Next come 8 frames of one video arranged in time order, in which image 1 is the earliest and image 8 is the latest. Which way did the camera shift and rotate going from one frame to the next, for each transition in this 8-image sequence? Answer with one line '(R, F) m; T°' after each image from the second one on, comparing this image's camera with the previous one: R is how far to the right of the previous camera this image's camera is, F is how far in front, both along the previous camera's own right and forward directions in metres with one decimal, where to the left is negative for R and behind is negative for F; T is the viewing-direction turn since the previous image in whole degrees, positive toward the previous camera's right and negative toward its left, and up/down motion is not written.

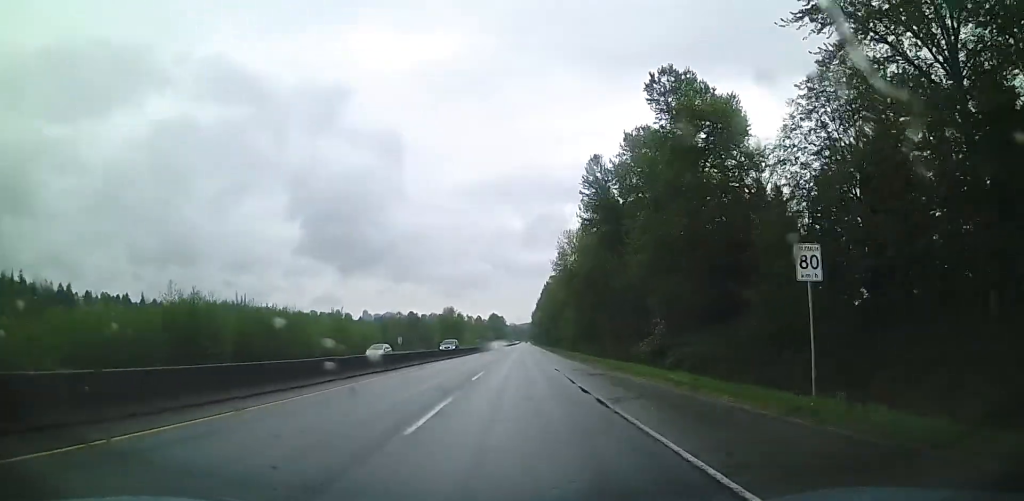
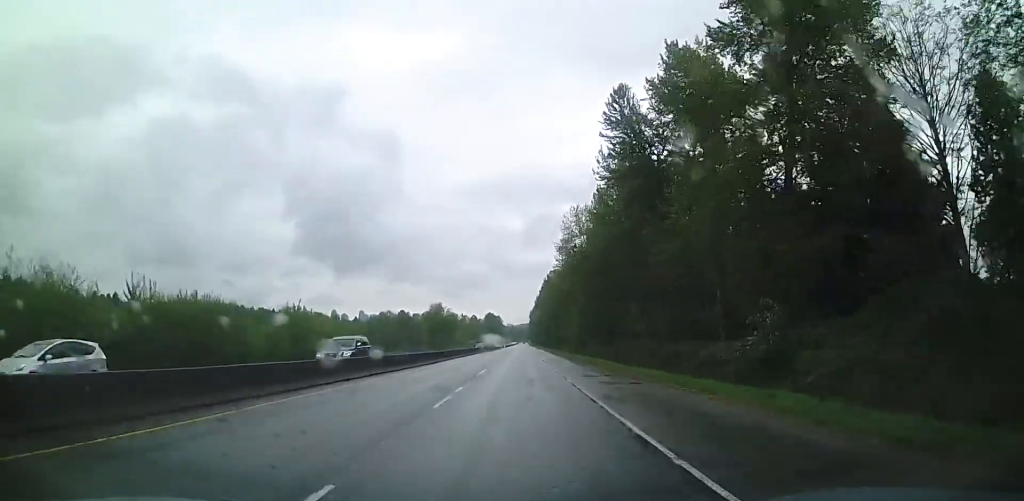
(+0.5, +22.0) m; +1°
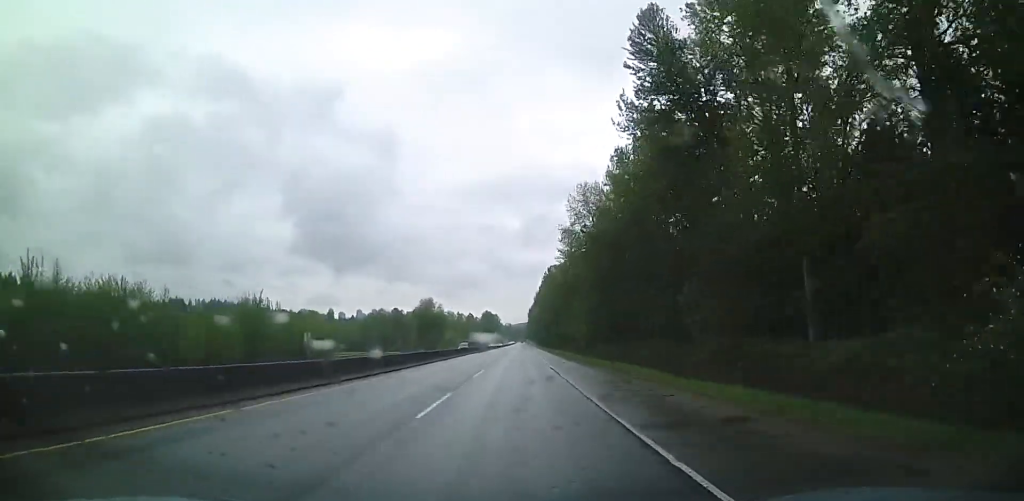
(0.0, +14.5) m; 0°
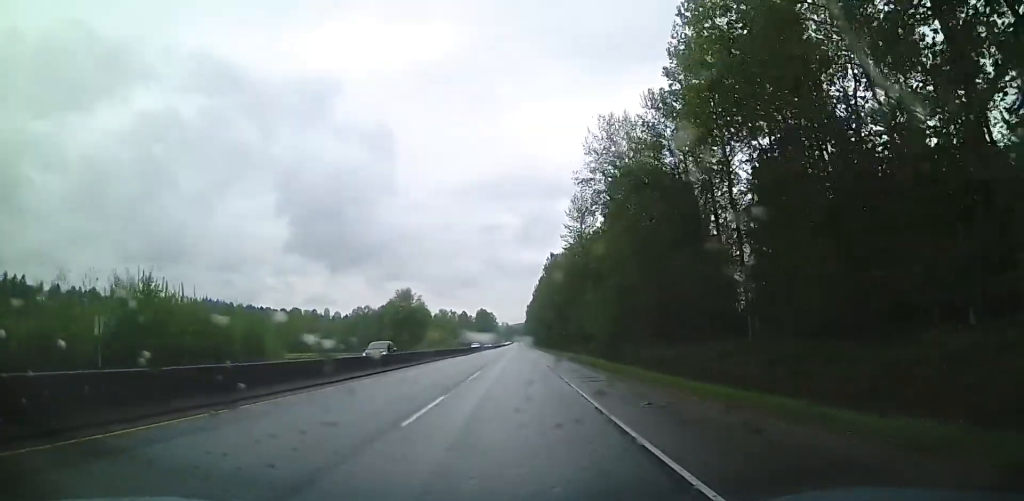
(0.0, +27.0) m; 0°
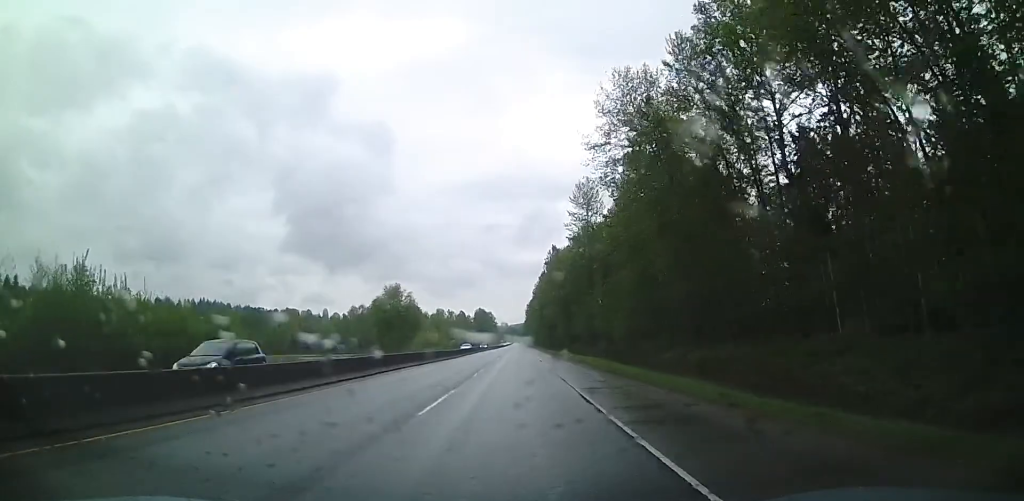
(0.0, +10.9) m; 0°
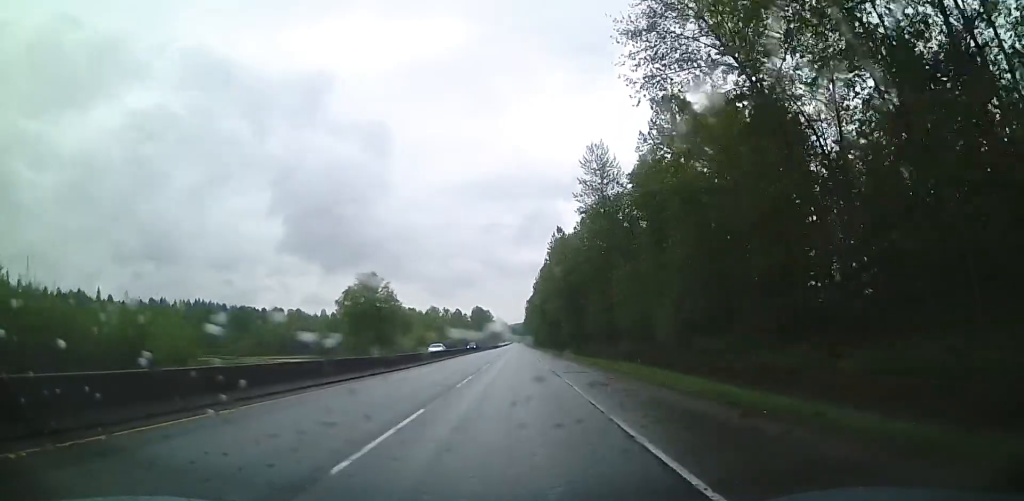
(0.0, +18.8) m; 0°
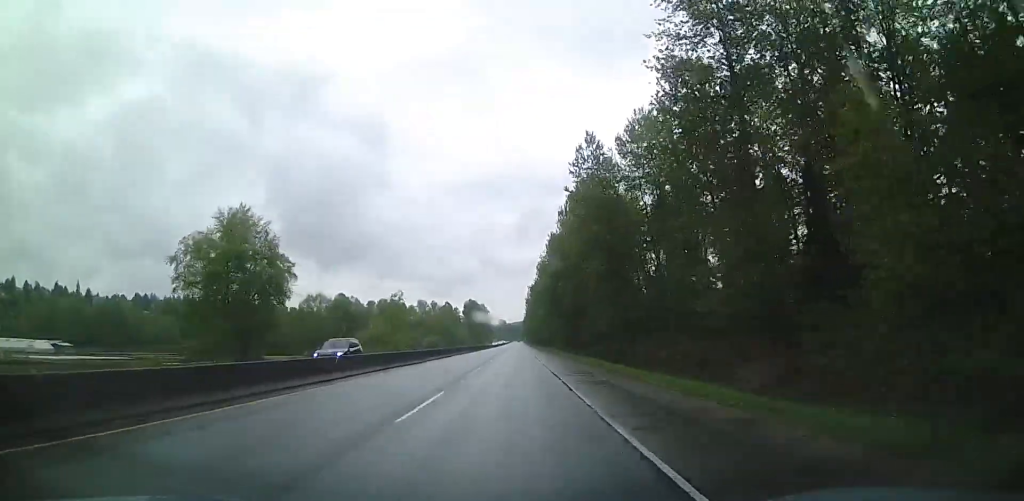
(0.0, +47.3) m; 0°
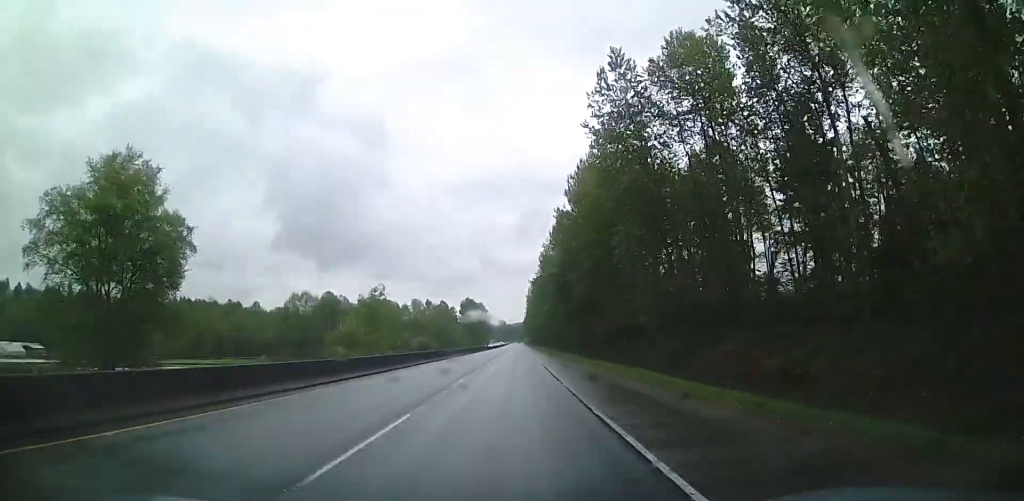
(0.0, +17.4) m; 0°
